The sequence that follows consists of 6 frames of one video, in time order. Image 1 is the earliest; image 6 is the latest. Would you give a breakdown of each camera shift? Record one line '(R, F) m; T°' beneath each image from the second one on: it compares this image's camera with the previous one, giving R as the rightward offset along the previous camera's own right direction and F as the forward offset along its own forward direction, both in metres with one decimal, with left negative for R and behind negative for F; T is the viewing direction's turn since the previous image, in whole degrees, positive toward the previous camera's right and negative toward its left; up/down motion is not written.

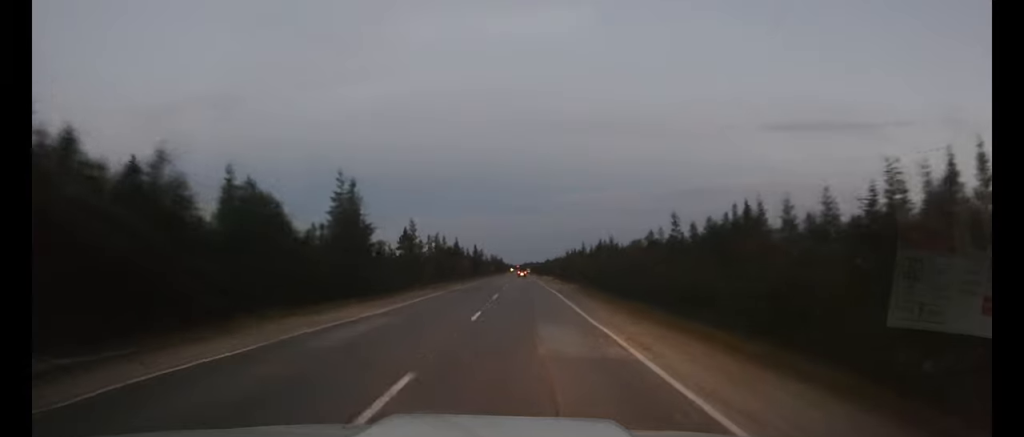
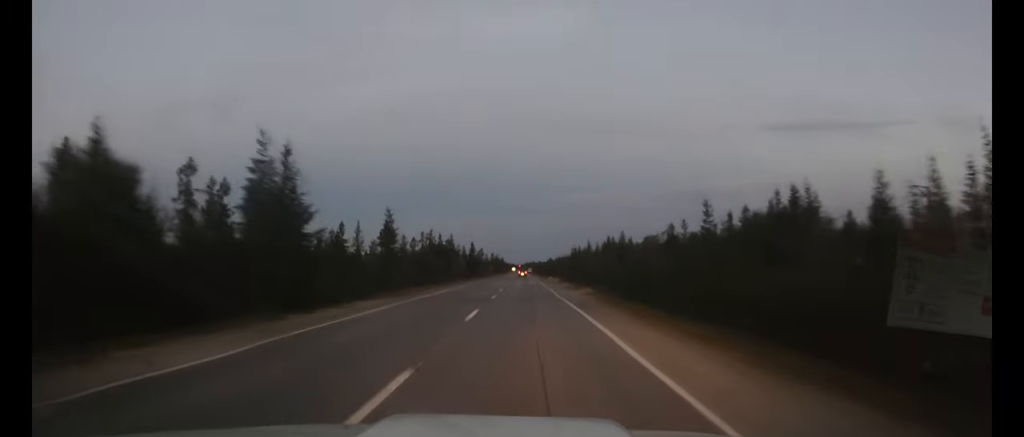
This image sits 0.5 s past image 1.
(0.0, +12.1) m; 0°
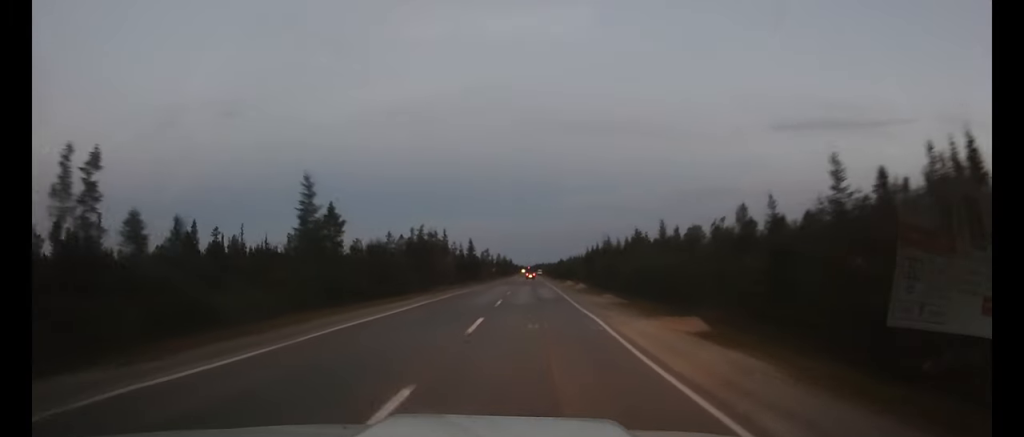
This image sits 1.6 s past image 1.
(-0.1, +24.1) m; -1°
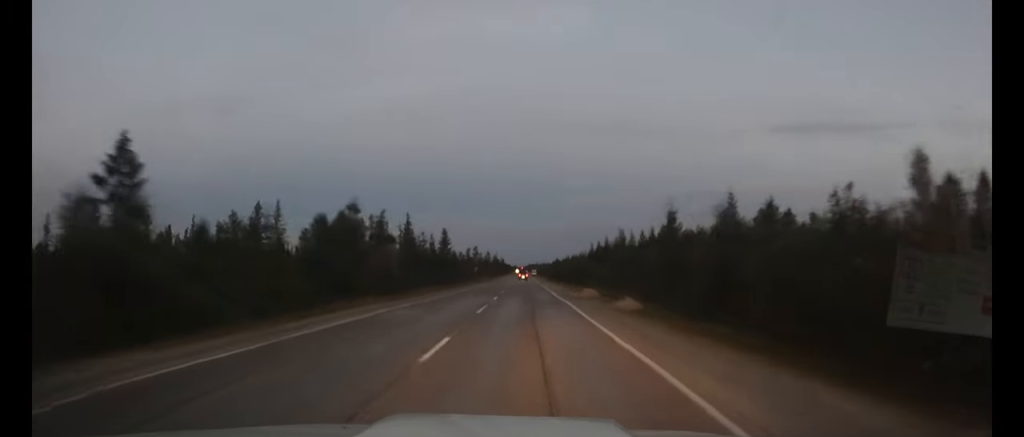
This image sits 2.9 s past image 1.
(-0.2, +29.1) m; 0°
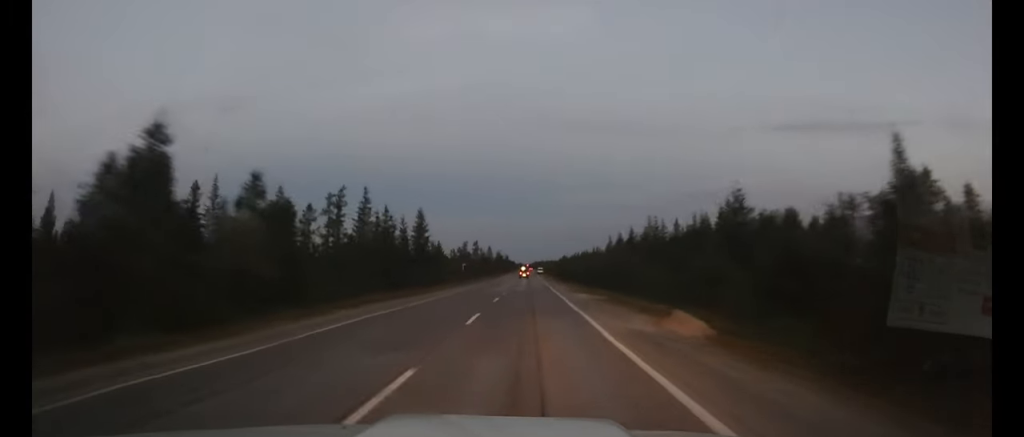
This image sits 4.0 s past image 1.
(+0.1, +24.3) m; 0°
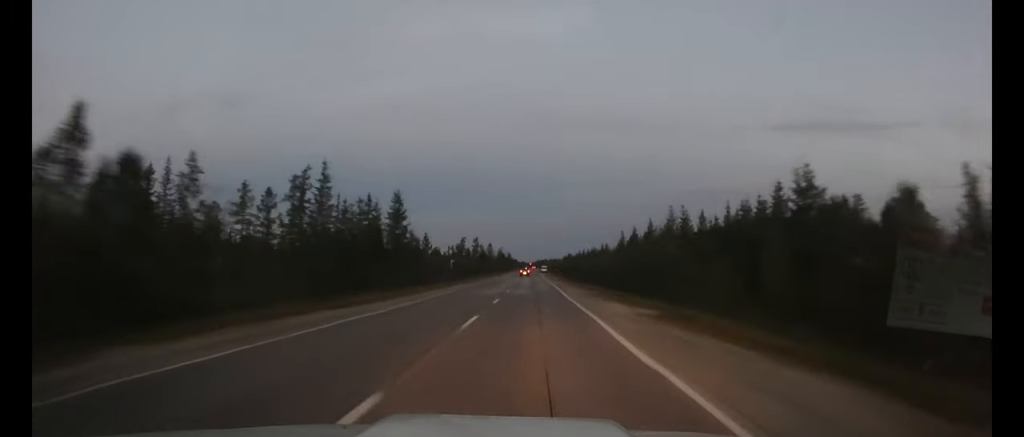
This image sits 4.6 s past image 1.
(0.0, +13.2) m; 0°
